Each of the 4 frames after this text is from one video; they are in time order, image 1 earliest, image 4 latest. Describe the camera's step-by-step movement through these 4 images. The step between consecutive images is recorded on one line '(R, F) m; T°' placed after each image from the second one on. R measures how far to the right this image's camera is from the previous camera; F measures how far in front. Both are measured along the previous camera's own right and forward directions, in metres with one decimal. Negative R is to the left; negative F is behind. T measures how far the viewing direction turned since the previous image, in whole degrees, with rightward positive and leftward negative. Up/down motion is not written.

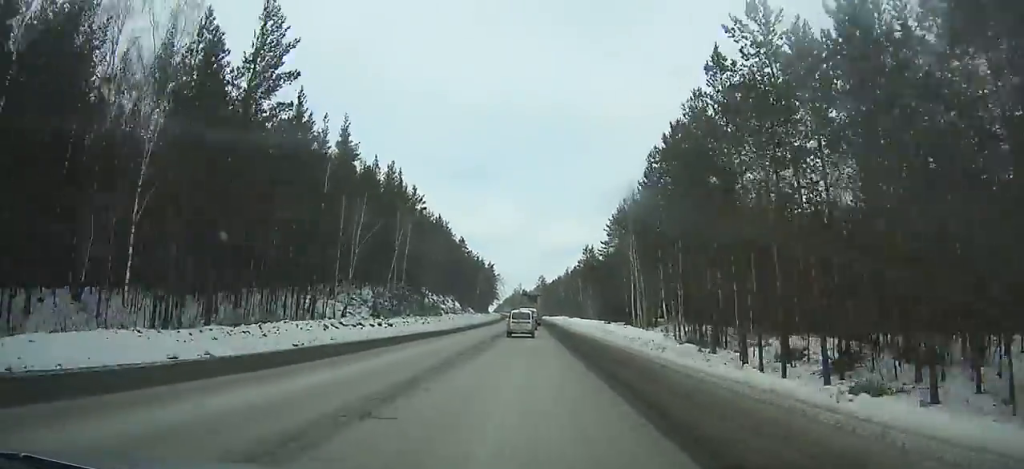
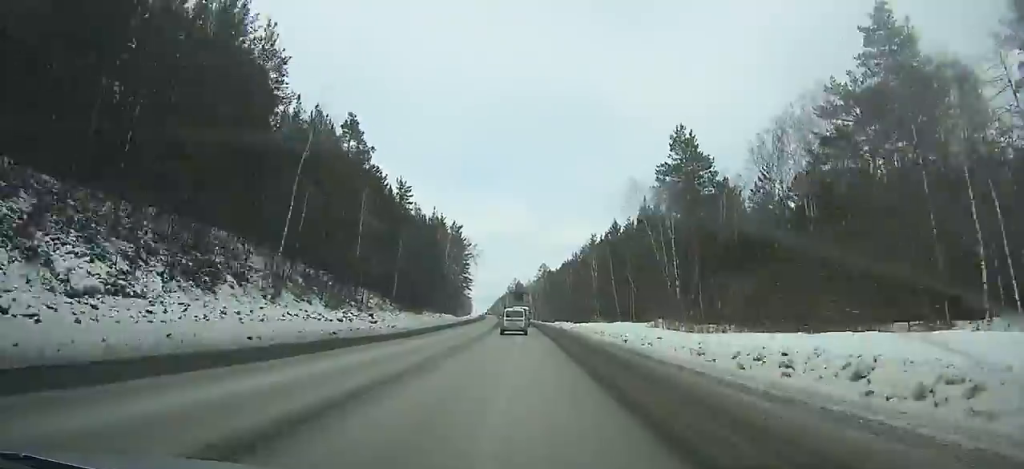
(0.0, +113.2) m; -1°
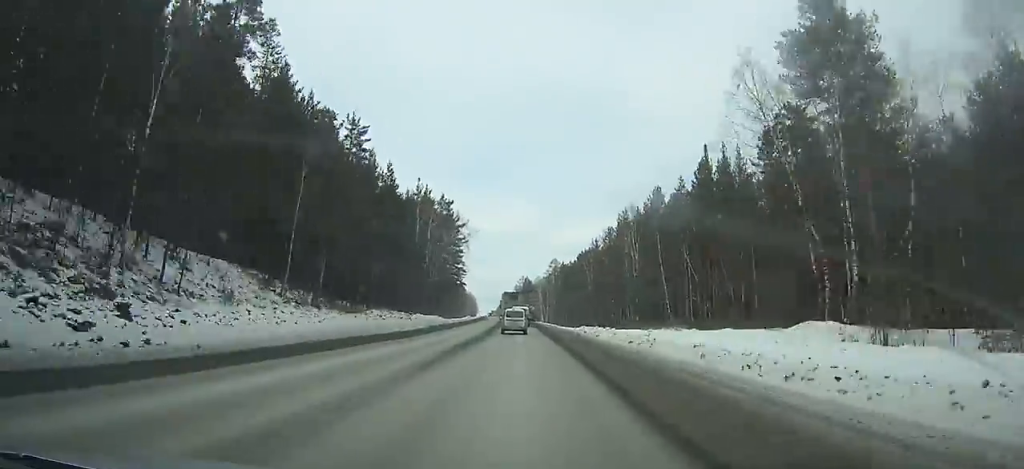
(-0.3, +31.6) m; -1°
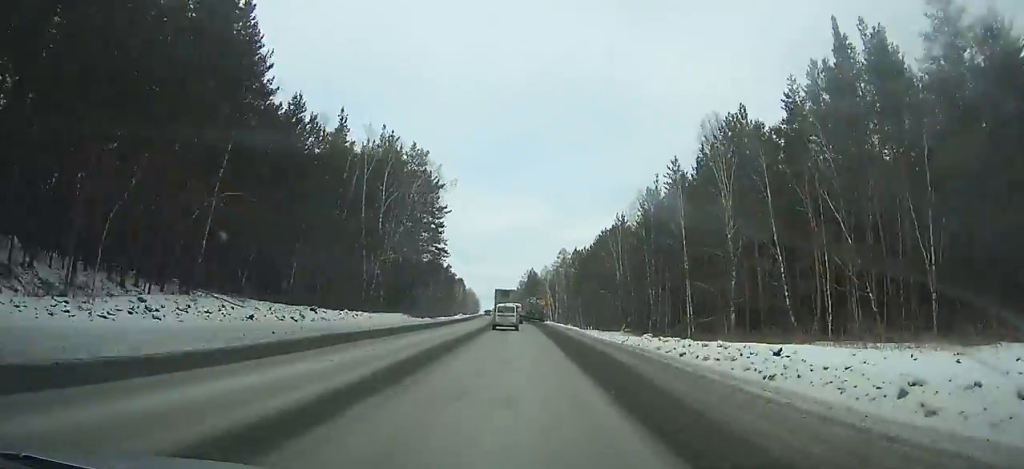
(-0.1, +33.3) m; -1°
